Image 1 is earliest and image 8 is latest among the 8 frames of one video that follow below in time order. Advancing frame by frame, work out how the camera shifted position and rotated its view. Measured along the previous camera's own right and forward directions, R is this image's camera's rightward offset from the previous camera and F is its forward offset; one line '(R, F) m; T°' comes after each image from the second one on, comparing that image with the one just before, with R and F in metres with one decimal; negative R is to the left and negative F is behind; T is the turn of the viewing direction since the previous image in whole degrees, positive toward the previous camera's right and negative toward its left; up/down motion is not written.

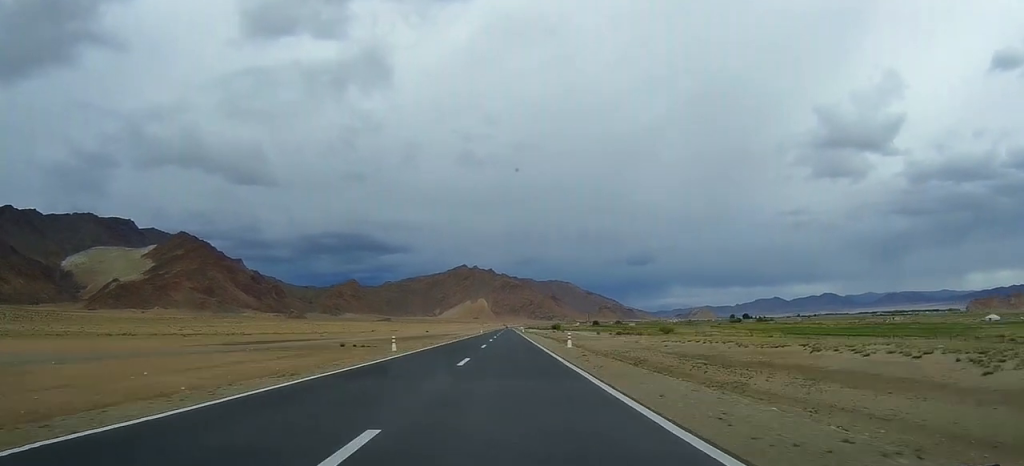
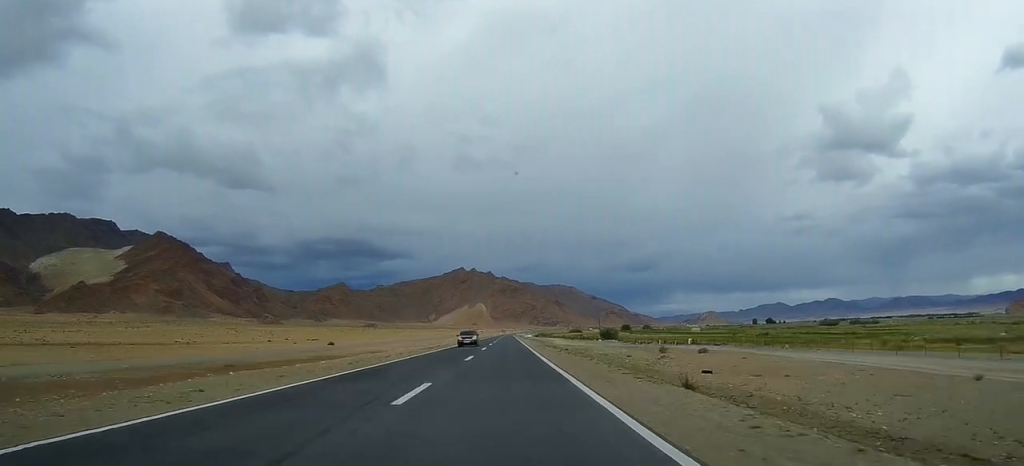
(+0.1, +193.6) m; +1°
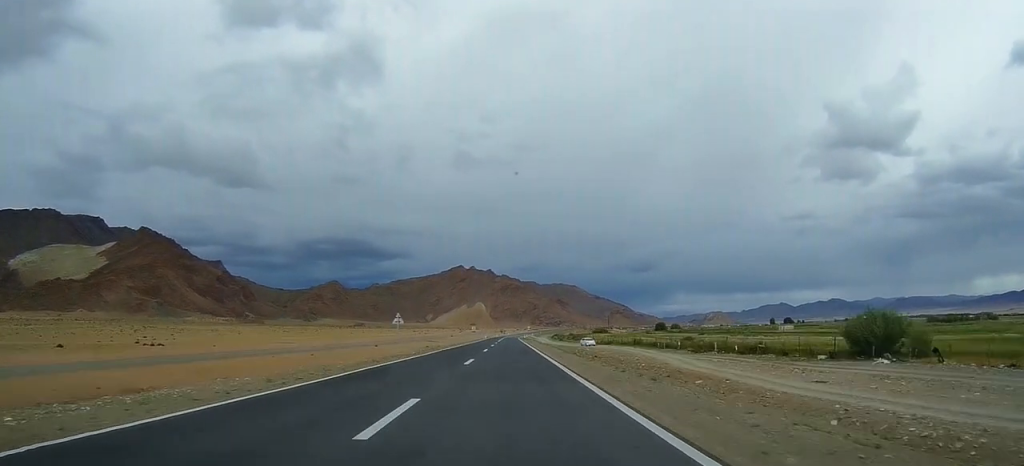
(-1.6, +127.5) m; +1°
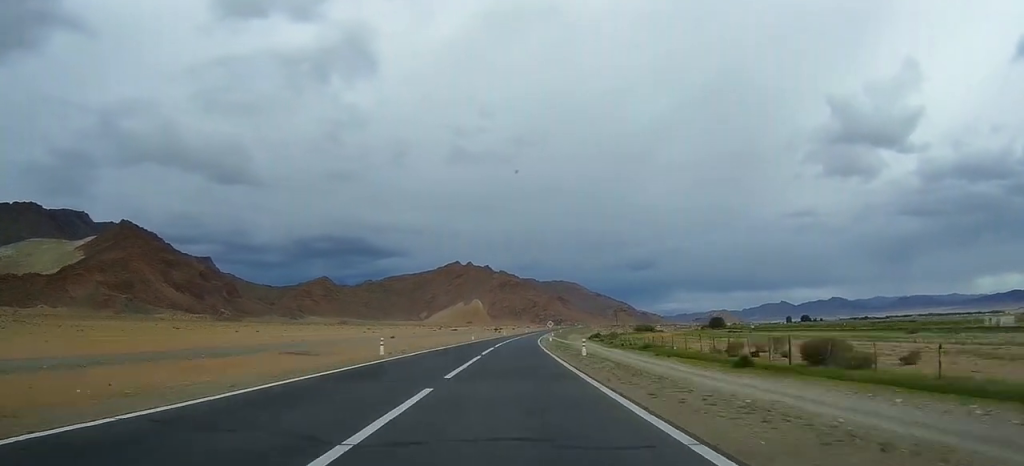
(+4.3, +125.6) m; +2°
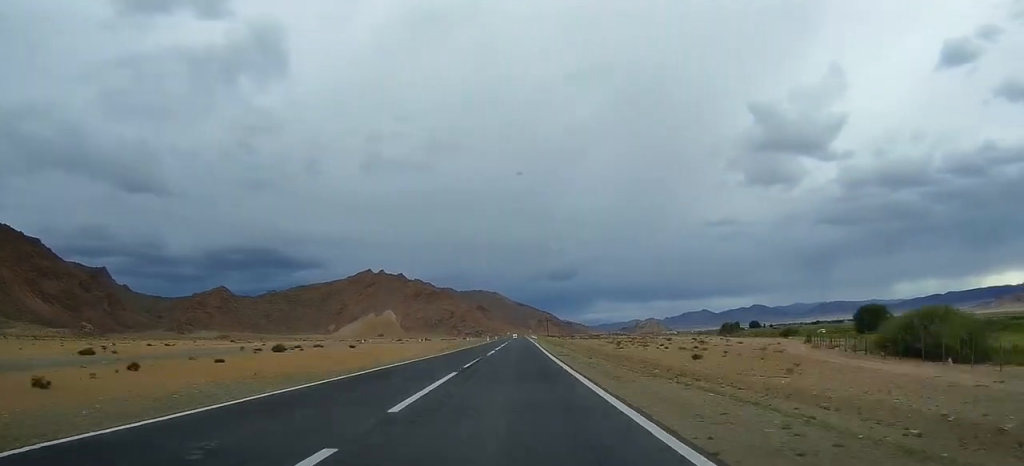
(+7.1, +200.2) m; +3°
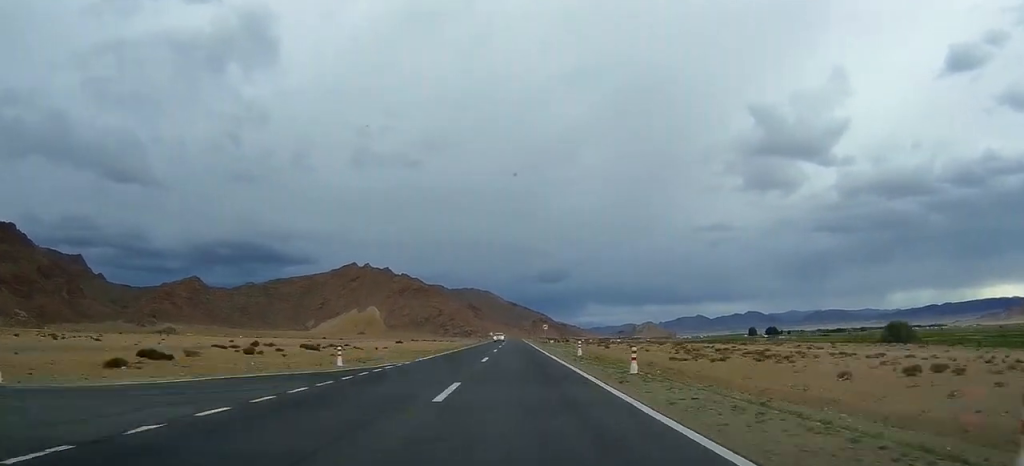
(+2.5, +165.4) m; 0°
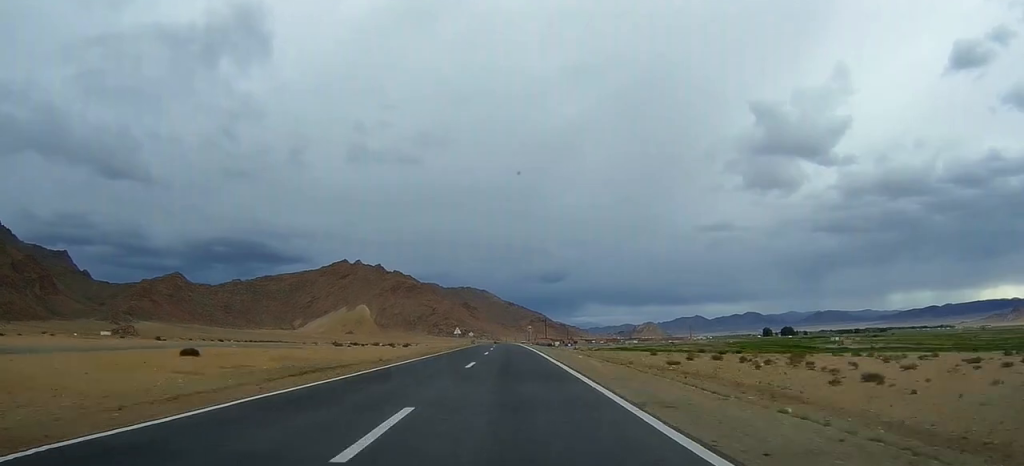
(+0.6, +103.9) m; -1°
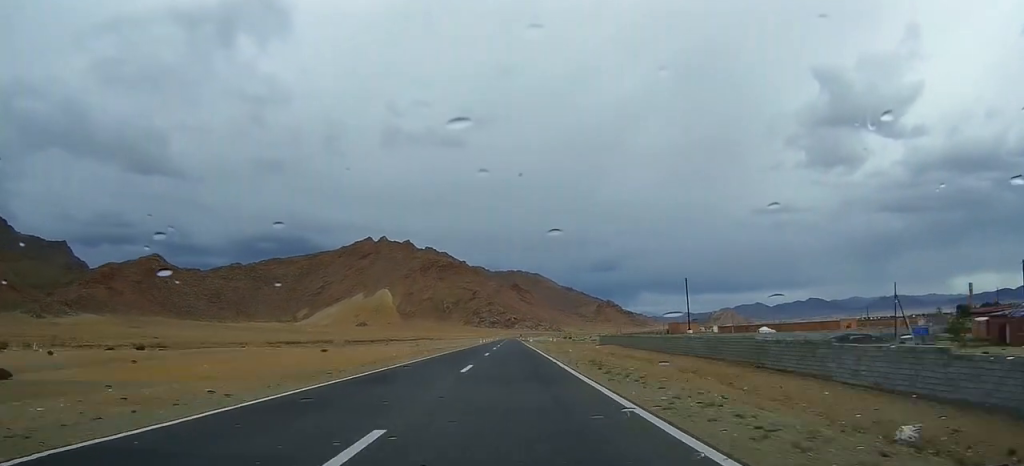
(-16.0, +476.8) m; -2°
